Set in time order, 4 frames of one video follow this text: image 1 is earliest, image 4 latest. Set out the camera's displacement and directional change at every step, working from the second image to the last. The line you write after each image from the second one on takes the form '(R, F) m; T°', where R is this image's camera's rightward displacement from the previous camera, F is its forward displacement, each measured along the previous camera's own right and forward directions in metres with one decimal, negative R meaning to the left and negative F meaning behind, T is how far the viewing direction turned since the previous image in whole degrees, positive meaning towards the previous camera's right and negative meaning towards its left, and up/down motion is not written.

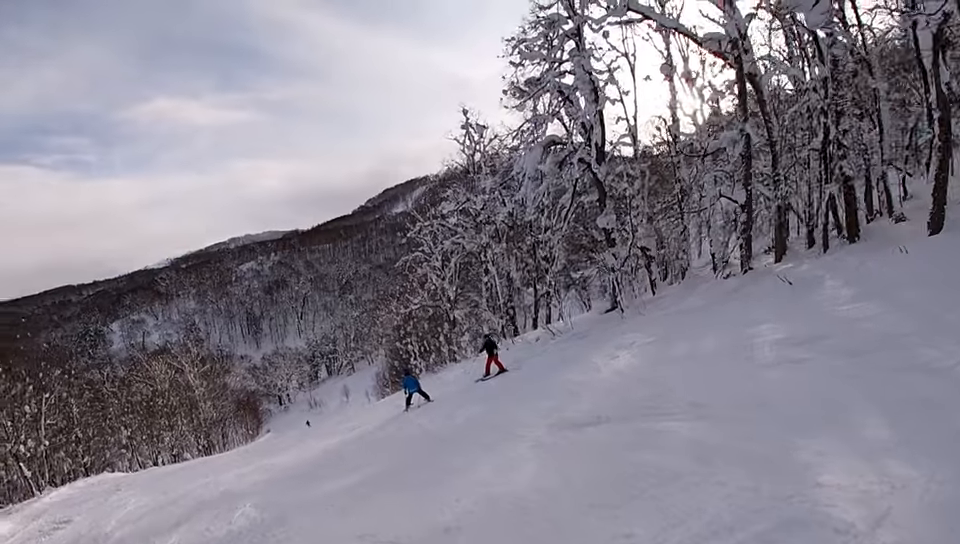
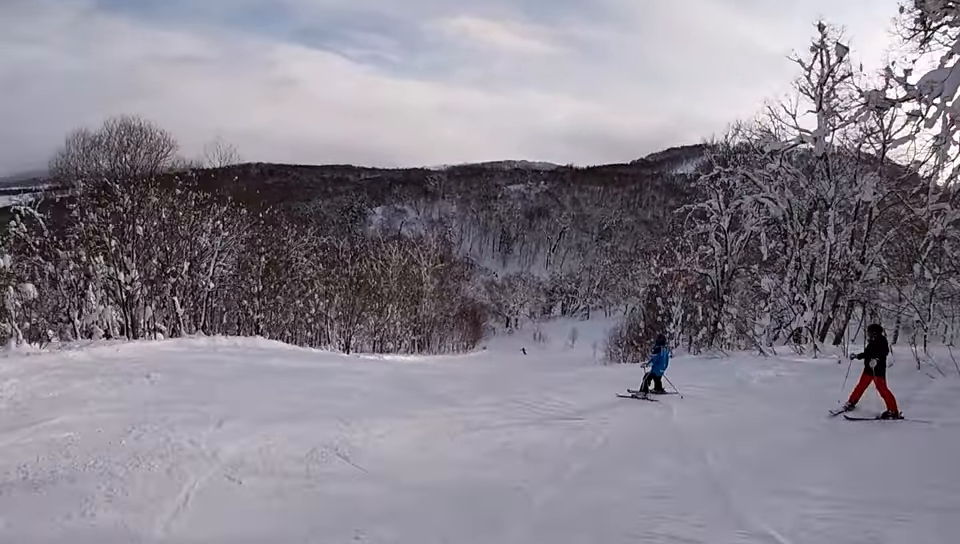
(-1.2, +8.3) m; -14°
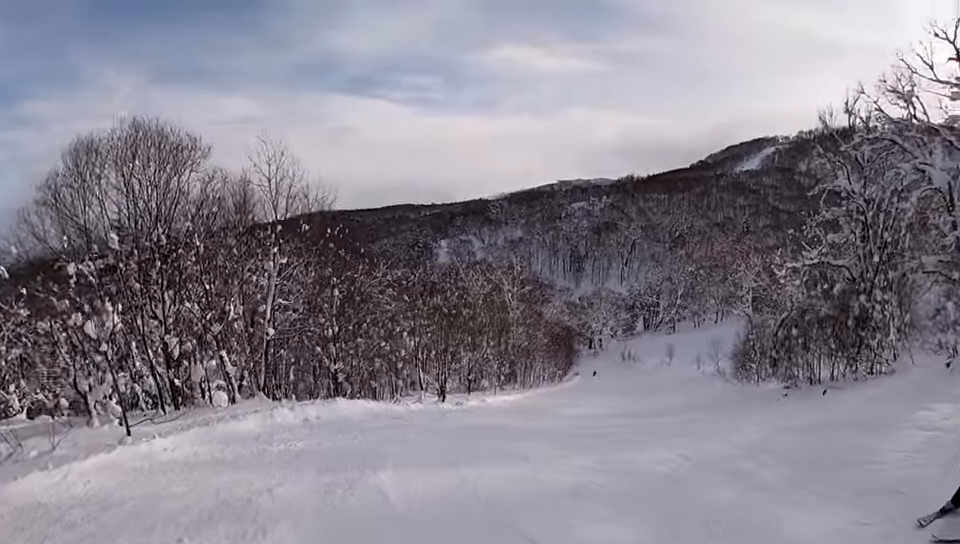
(-0.2, +7.2) m; +8°
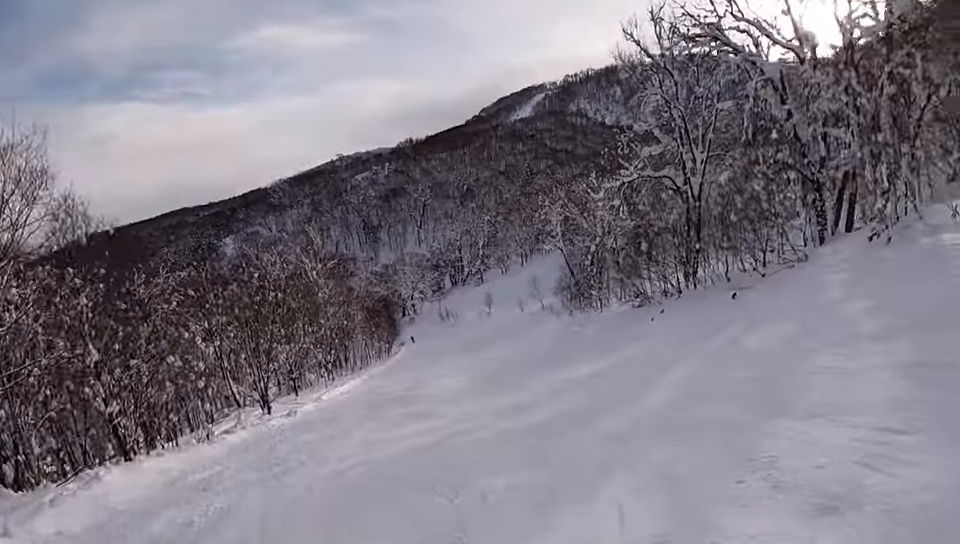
(+0.6, +5.0) m; +19°
